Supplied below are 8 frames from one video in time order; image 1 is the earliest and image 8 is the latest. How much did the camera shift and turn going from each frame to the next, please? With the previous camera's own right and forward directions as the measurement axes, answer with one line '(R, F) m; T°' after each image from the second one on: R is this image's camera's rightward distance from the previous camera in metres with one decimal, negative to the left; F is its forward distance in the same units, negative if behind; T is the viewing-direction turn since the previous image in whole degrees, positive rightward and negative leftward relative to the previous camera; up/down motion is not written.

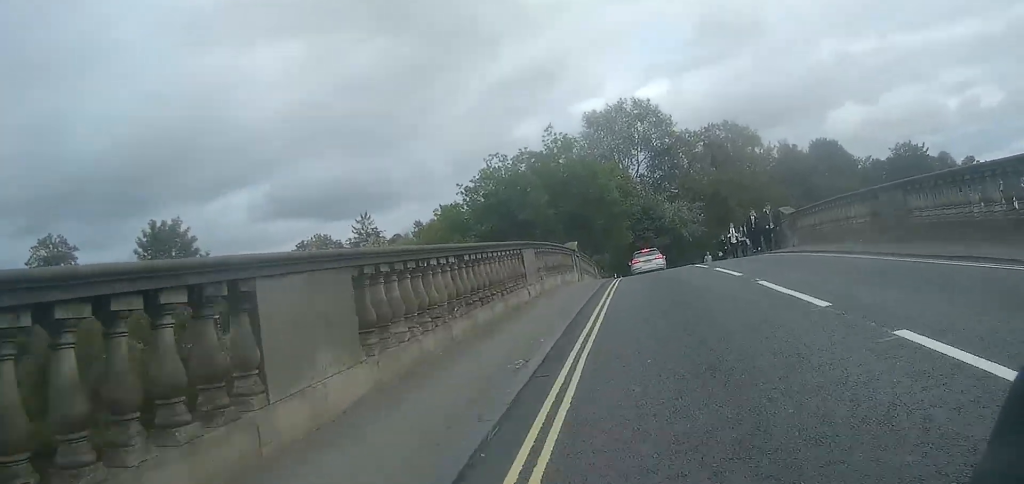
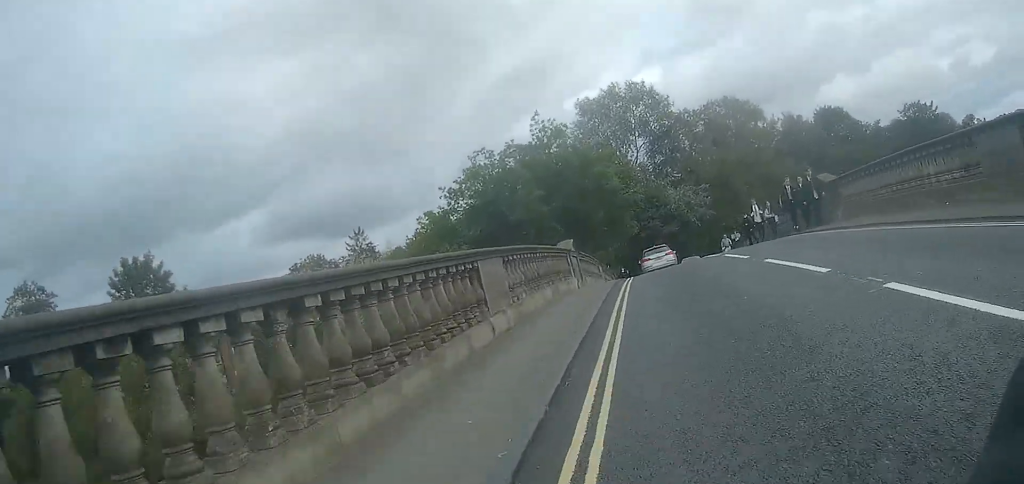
(+0.1, +4.7) m; +1°
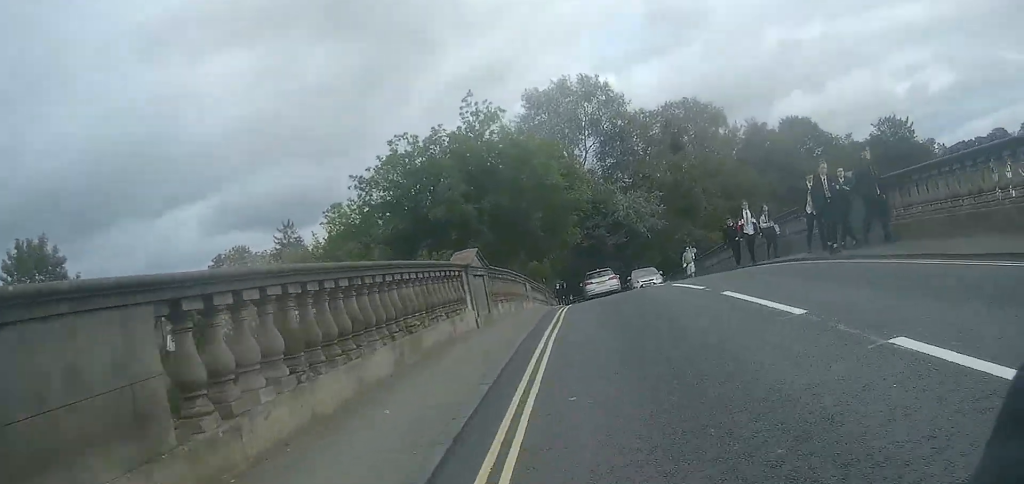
(-0.1, +6.9) m; -1°
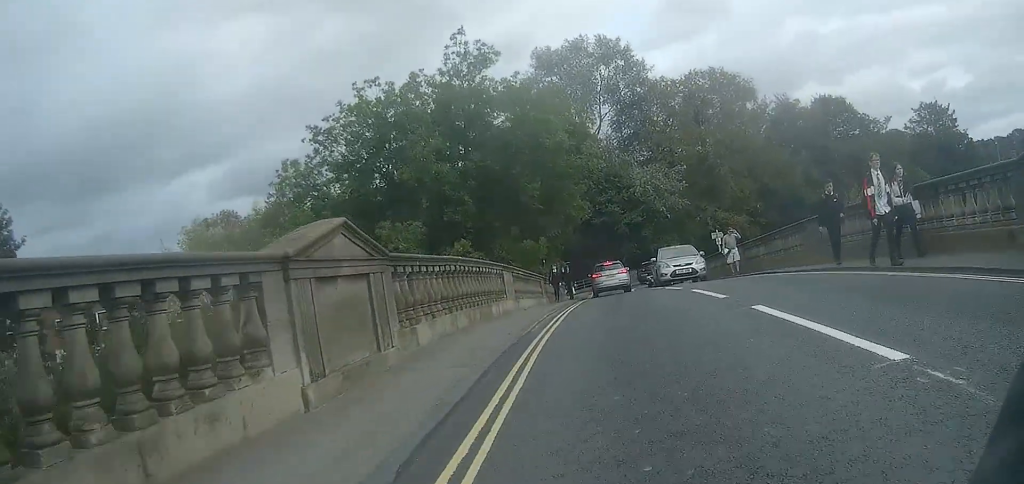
(0.0, +7.7) m; -2°
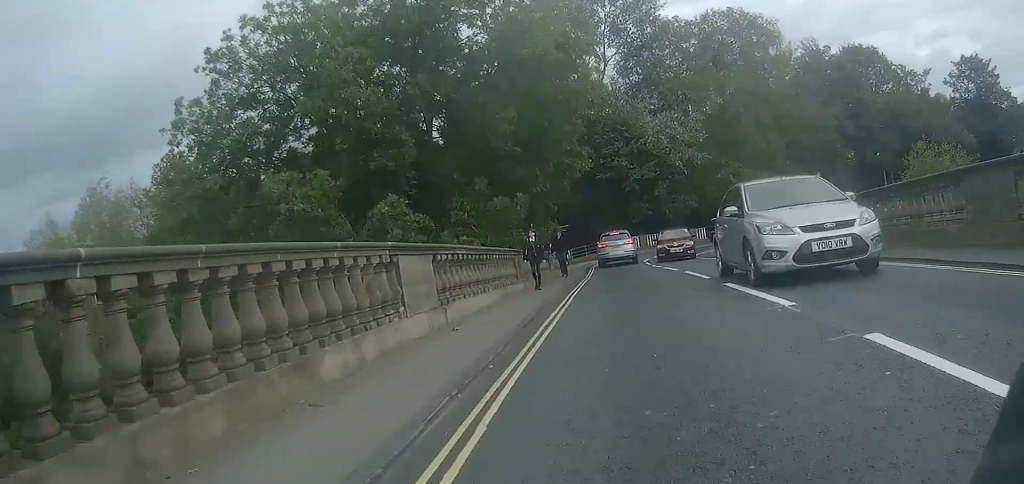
(-0.2, +8.7) m; -3°
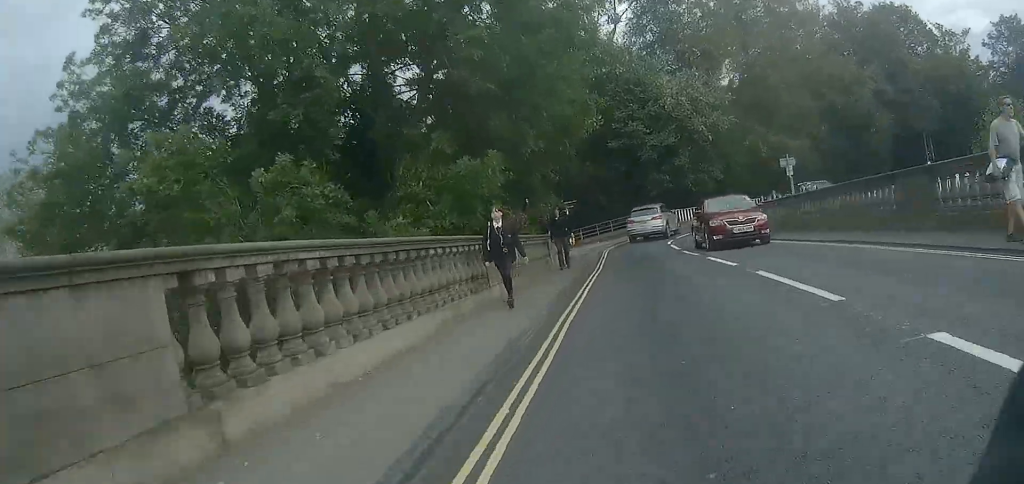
(-0.1, +6.3) m; -1°
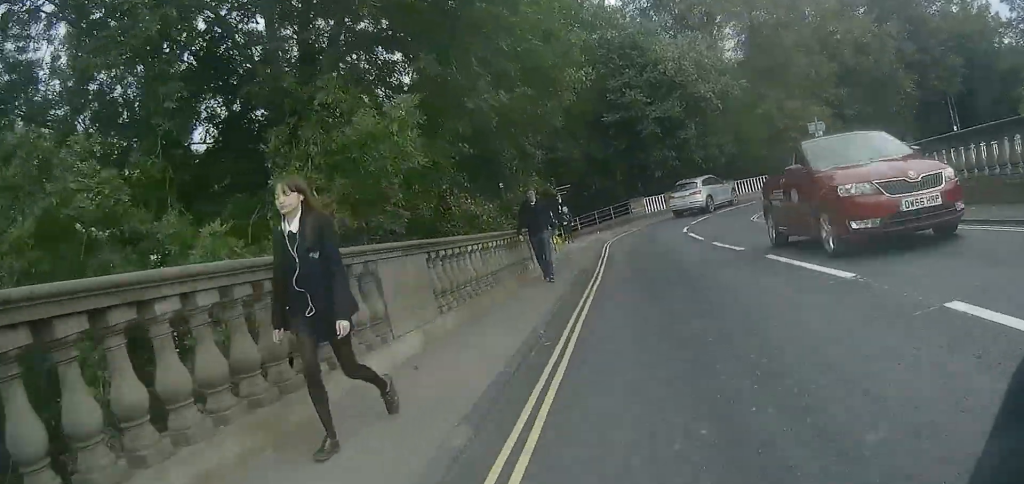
(0.0, +5.6) m; 0°
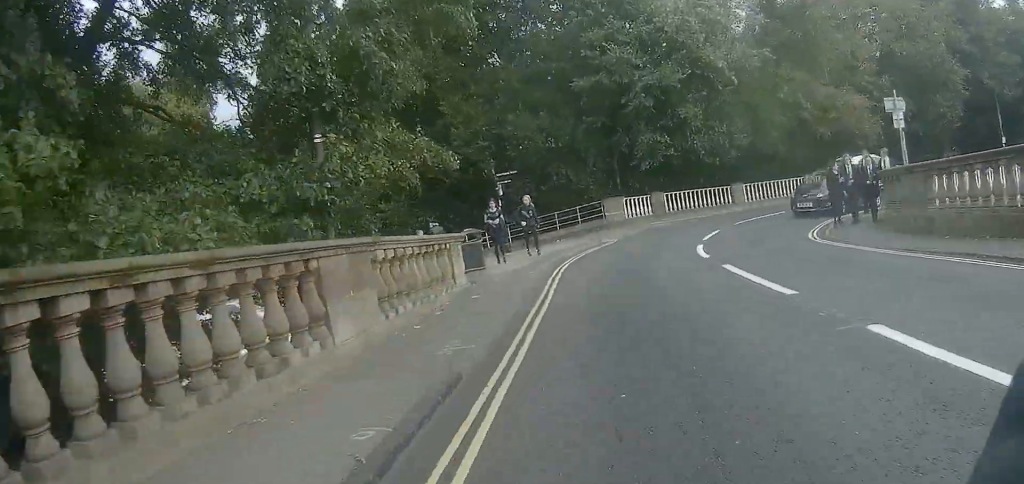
(+0.1, +10.0) m; +3°
